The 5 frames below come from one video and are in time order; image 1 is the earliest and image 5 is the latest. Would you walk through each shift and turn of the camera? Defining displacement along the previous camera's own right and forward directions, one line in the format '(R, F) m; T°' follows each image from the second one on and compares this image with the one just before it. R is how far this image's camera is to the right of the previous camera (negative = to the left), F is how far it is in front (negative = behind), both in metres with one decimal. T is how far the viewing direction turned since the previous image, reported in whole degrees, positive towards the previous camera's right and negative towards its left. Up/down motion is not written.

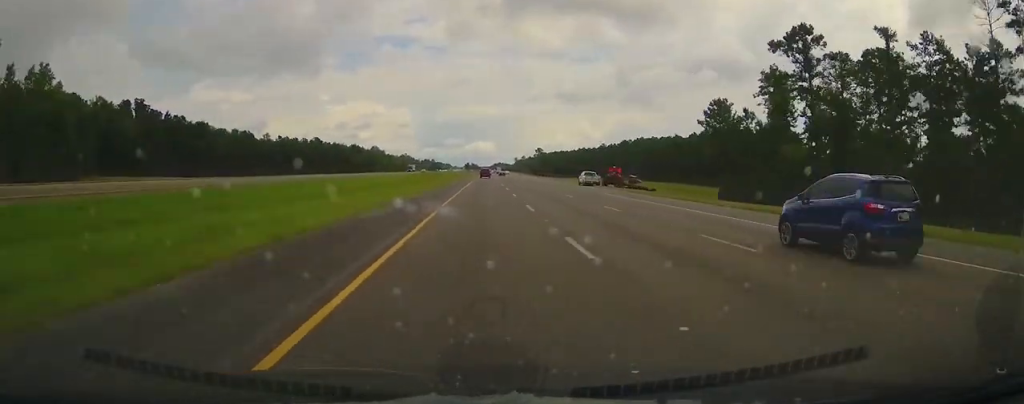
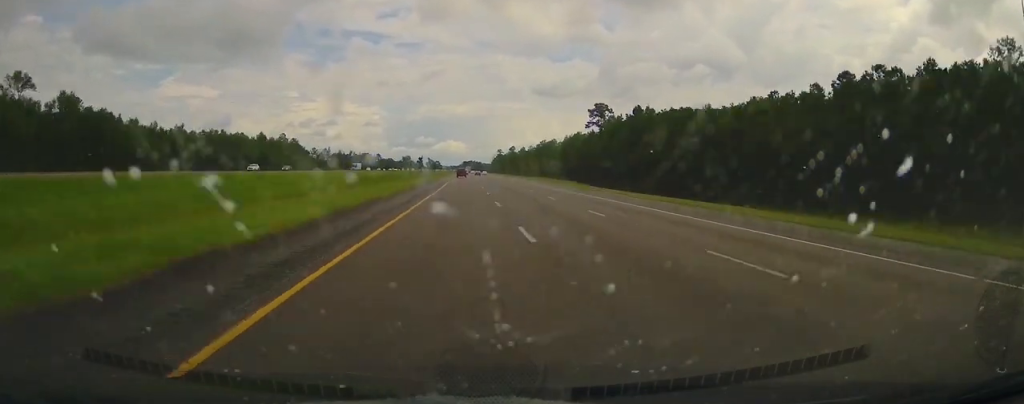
(+1.9, +302.3) m; +1°
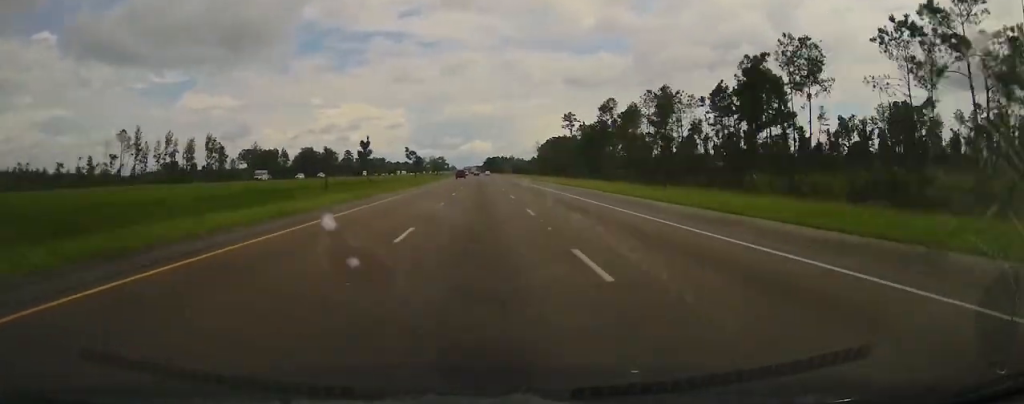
(-3.9, +301.8) m; -2°
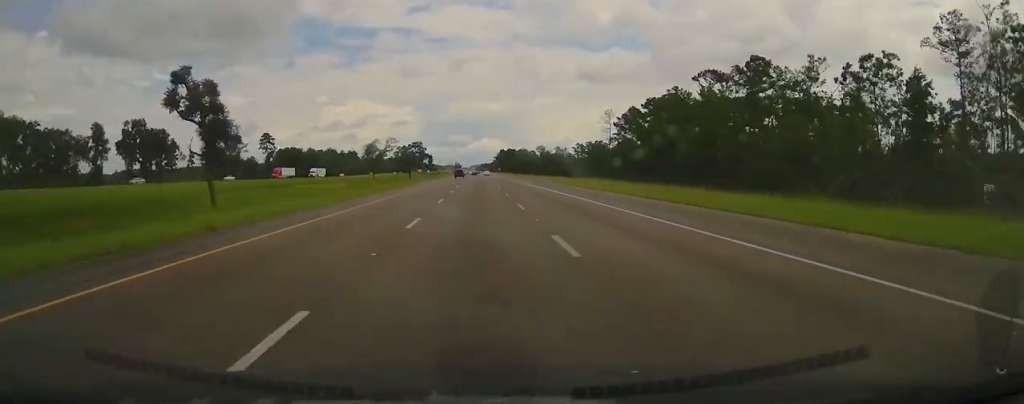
(-1.5, +209.4) m; -1°
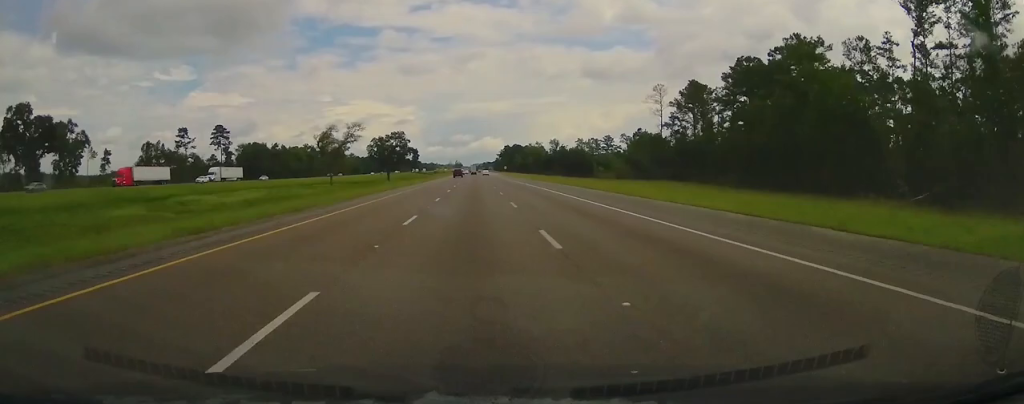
(-0.3, +57.7) m; -1°
